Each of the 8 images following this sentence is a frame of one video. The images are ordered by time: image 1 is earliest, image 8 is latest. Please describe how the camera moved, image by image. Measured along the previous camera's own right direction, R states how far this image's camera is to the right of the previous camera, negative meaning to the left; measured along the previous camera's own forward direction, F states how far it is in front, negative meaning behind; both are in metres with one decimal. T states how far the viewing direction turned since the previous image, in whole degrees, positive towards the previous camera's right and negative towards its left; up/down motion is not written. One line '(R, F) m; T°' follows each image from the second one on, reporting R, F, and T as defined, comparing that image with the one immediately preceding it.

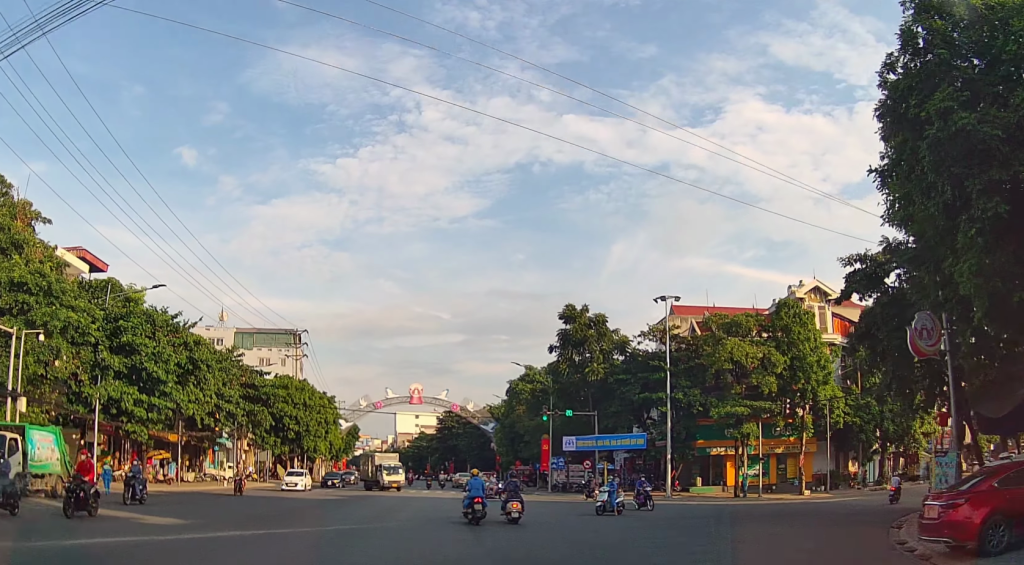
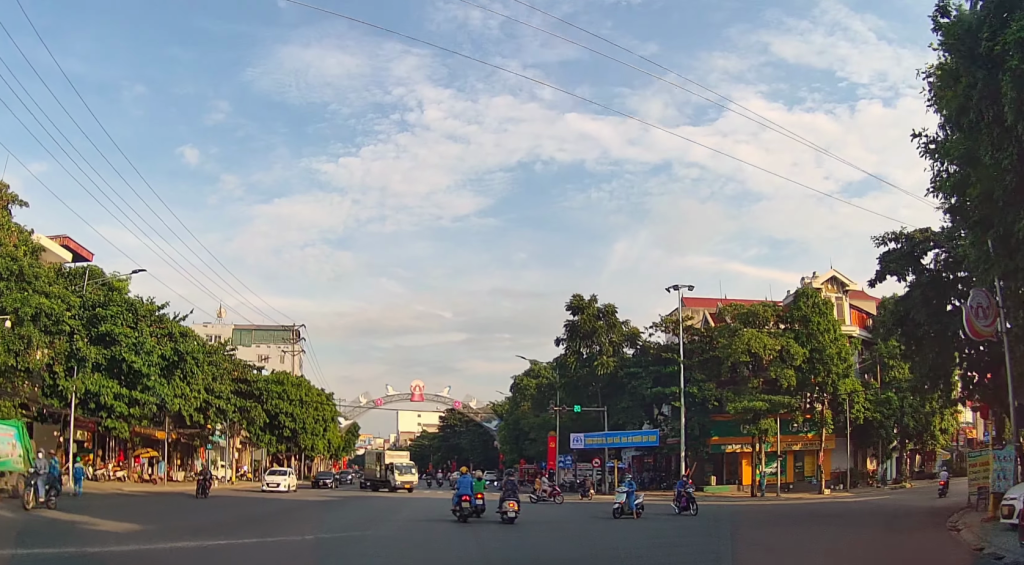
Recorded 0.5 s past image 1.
(0.0, +3.5) m; -1°
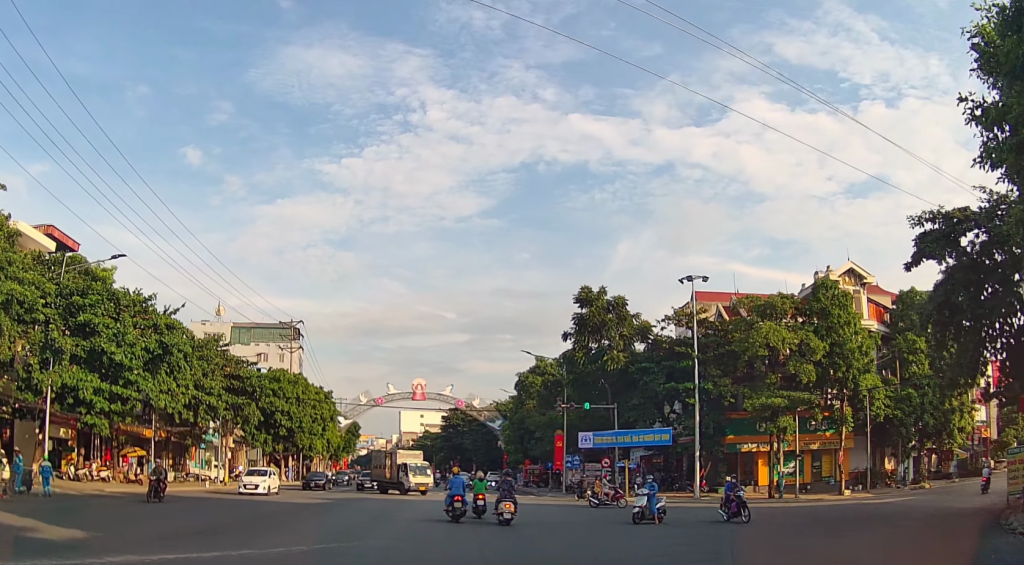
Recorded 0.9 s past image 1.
(0.0, +3.0) m; -1°
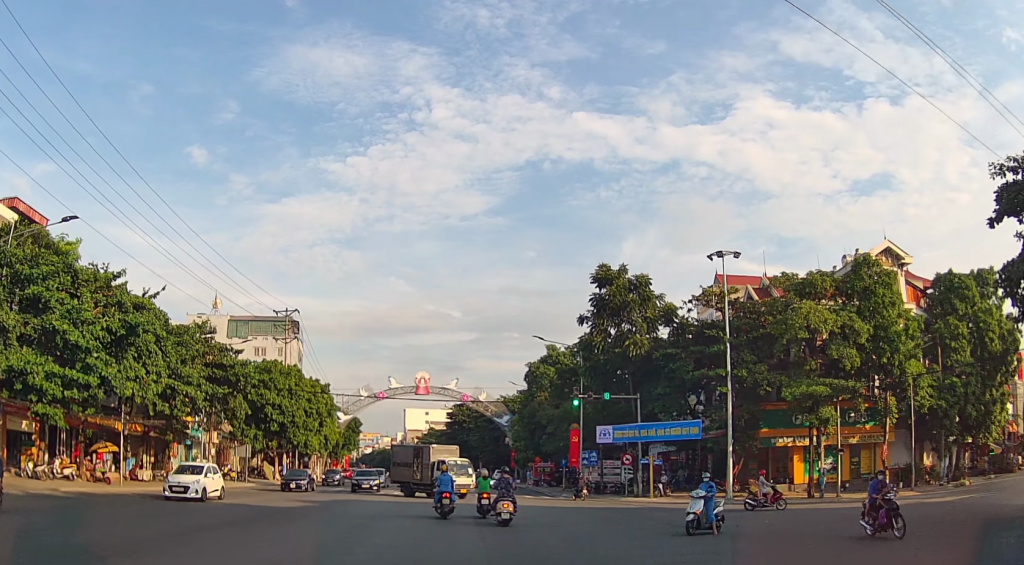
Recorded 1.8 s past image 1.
(-0.2, +5.7) m; -1°
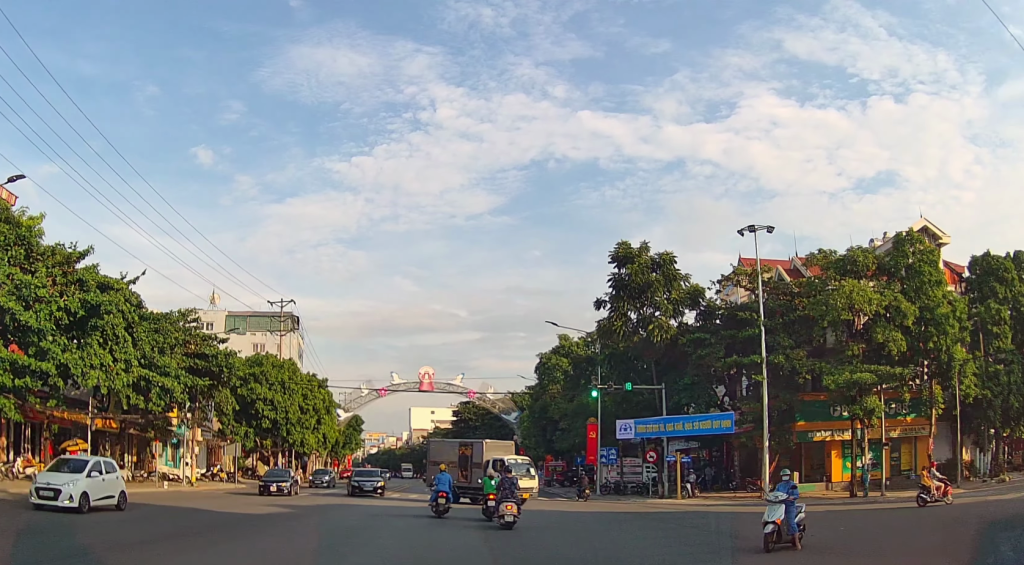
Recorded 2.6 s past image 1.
(0.0, +4.5) m; +1°
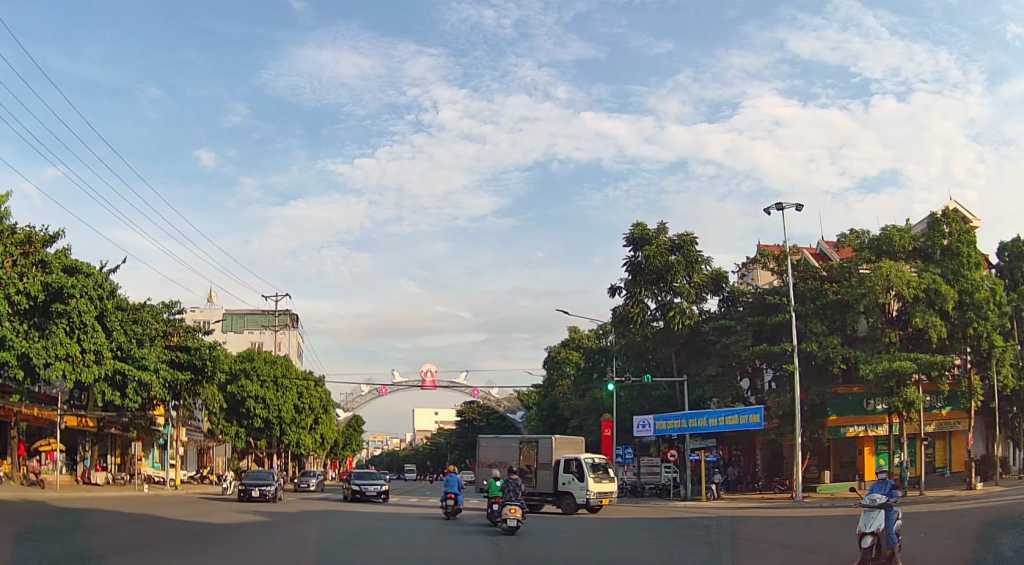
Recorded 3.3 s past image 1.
(0.0, +3.3) m; +1°
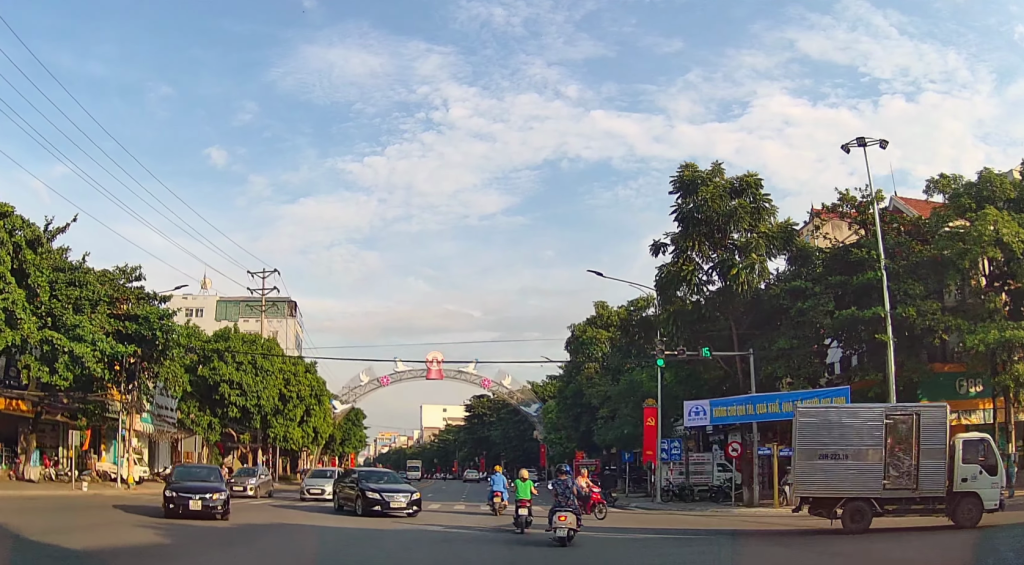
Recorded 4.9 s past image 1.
(0.0, +7.3) m; +1°
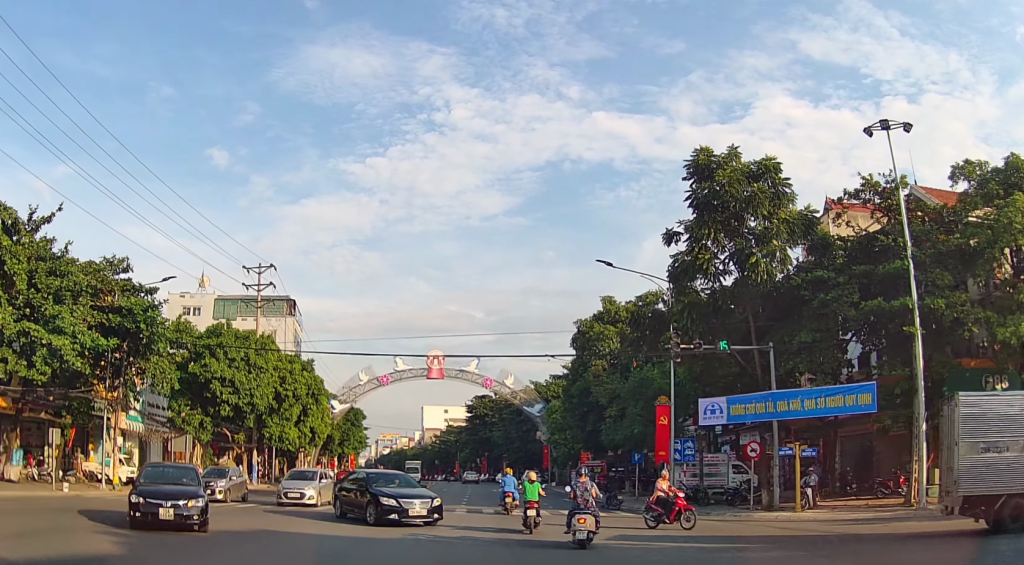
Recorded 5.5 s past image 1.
(+0.1, +1.9) m; +1°
